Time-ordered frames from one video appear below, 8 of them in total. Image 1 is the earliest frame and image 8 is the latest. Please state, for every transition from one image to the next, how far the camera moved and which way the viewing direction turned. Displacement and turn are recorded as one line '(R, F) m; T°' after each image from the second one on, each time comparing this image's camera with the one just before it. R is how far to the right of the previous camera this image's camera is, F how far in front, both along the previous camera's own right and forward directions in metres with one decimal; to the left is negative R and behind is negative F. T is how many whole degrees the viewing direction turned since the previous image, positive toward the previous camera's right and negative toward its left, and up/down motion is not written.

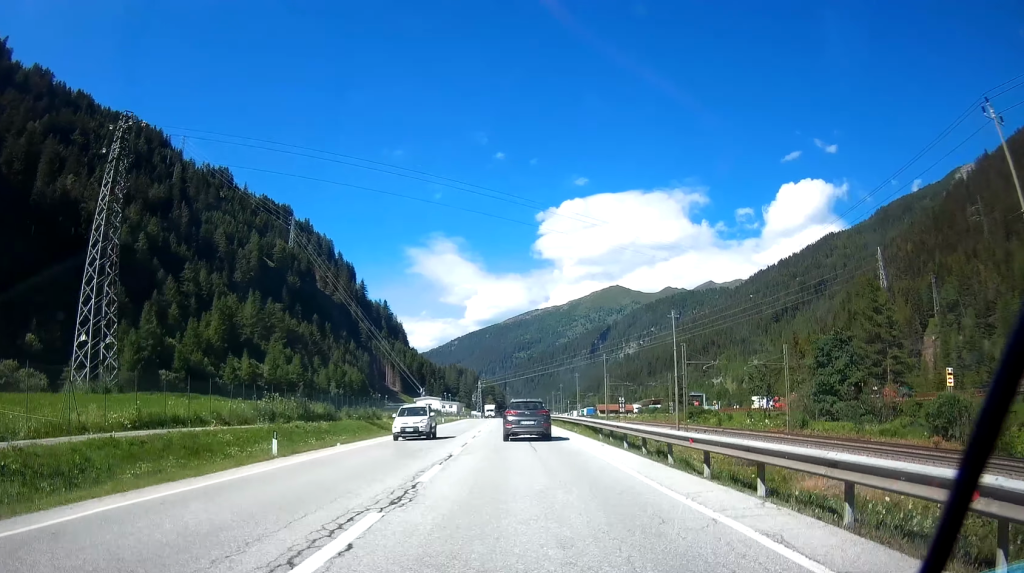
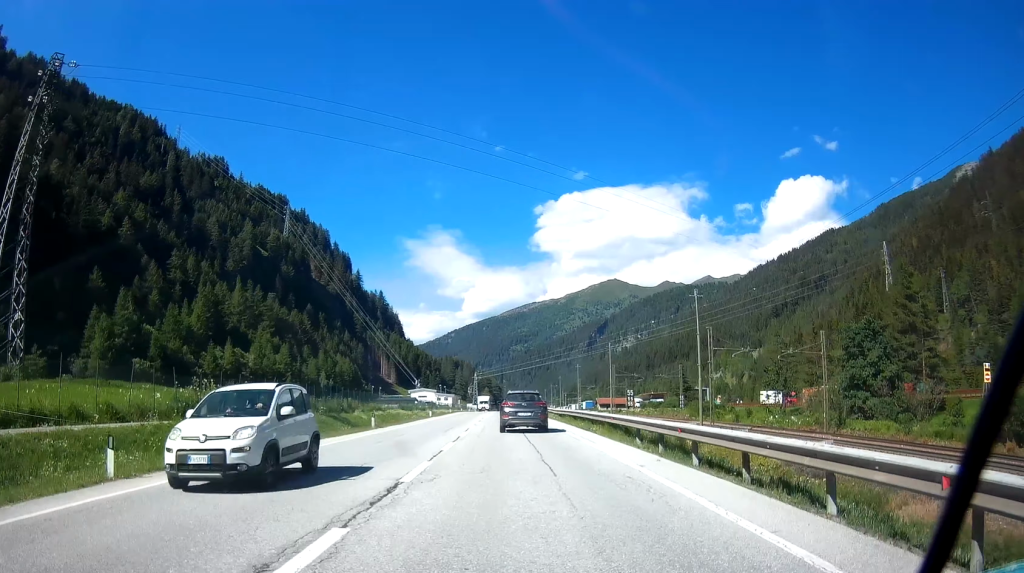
(-0.1, +8.7) m; 0°
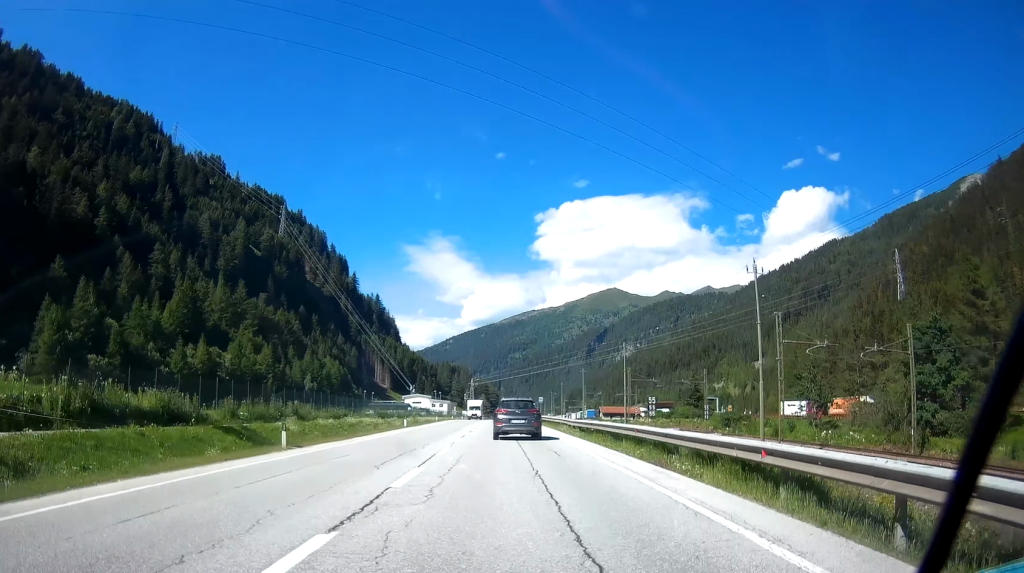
(-0.1, +13.8) m; 0°
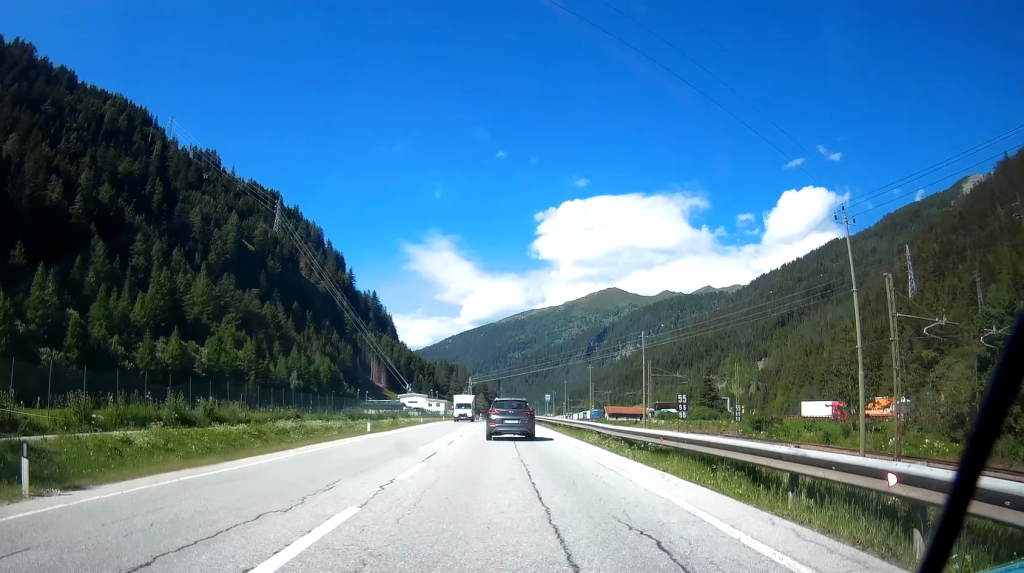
(-0.1, +12.3) m; +1°
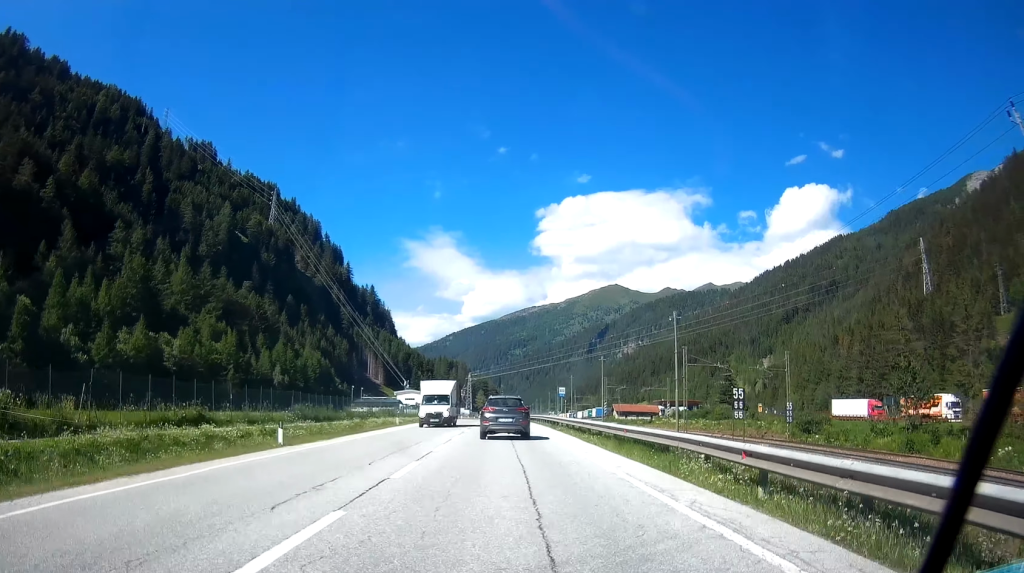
(+0.2, +13.7) m; +1°
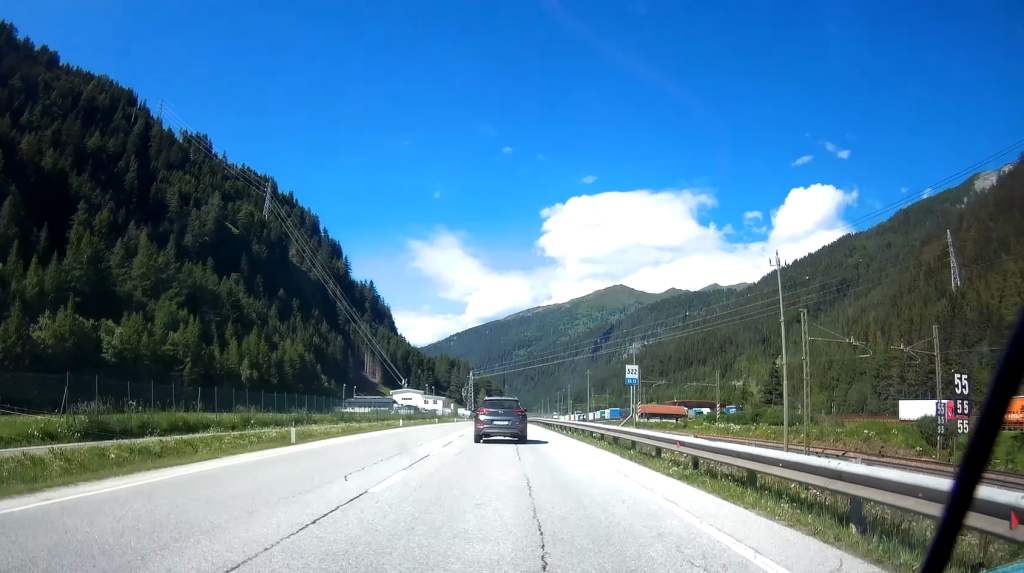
(+0.1, +23.4) m; 0°
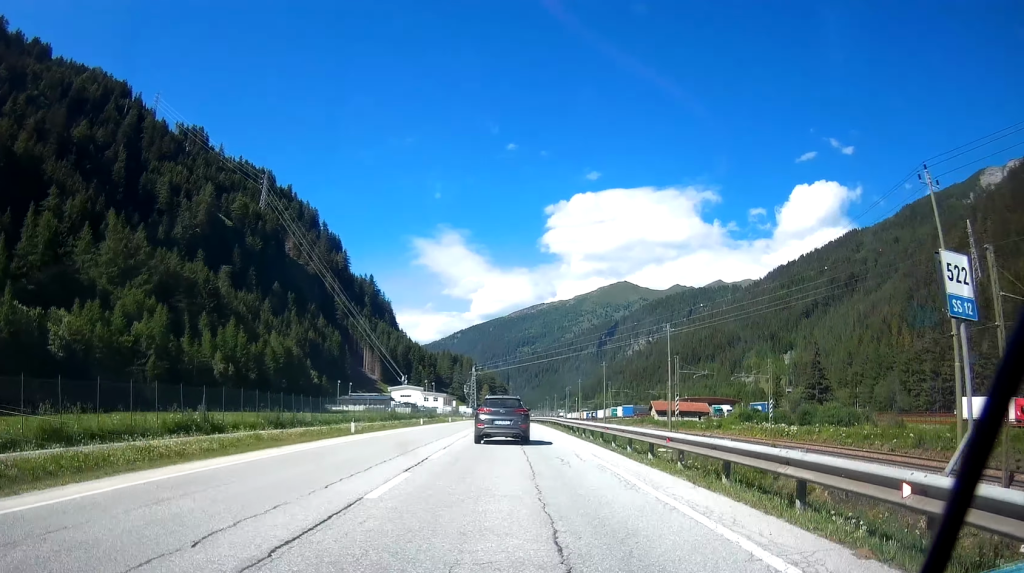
(-0.1, +16.2) m; 0°
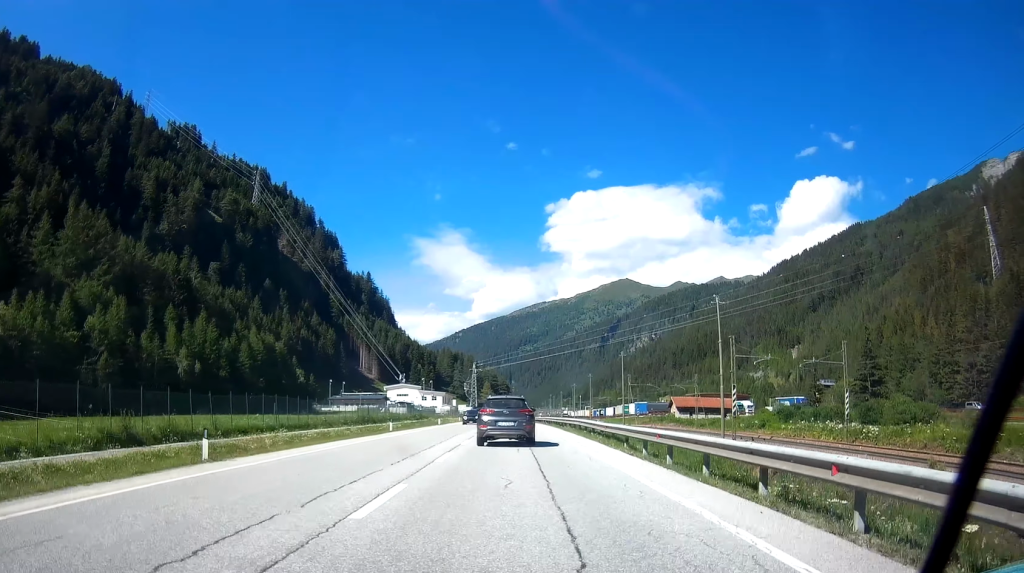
(0.0, +16.3) m; -1°
